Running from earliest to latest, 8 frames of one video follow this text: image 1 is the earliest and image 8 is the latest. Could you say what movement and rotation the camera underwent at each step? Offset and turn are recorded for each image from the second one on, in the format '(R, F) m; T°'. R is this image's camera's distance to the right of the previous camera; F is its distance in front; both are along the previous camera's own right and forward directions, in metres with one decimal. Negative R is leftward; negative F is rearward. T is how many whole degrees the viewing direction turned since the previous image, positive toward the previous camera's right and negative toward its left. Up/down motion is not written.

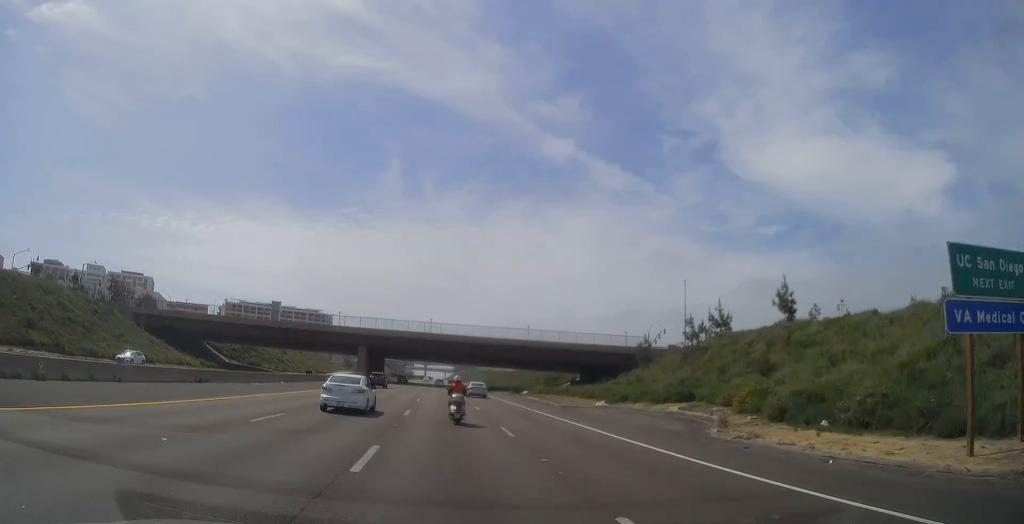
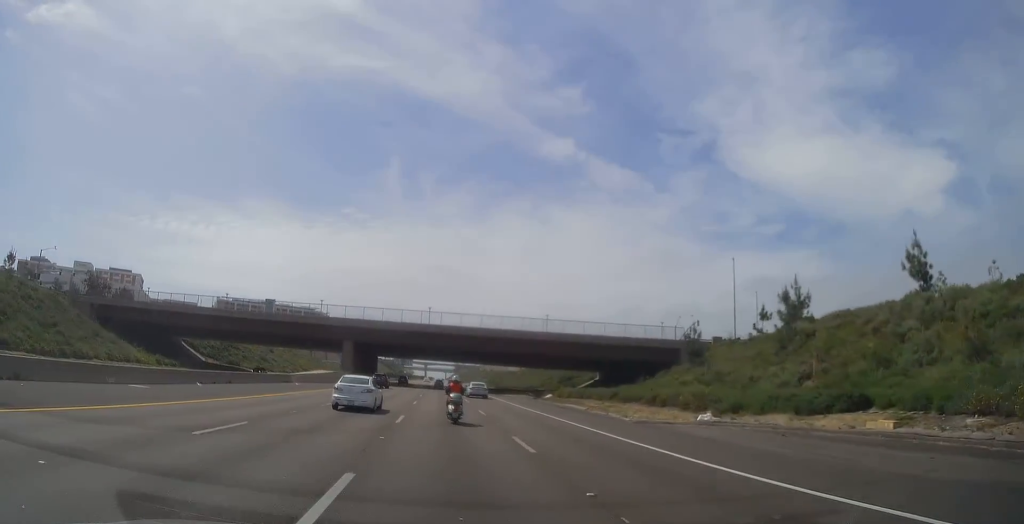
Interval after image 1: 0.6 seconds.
(0.0, +18.6) m; 0°
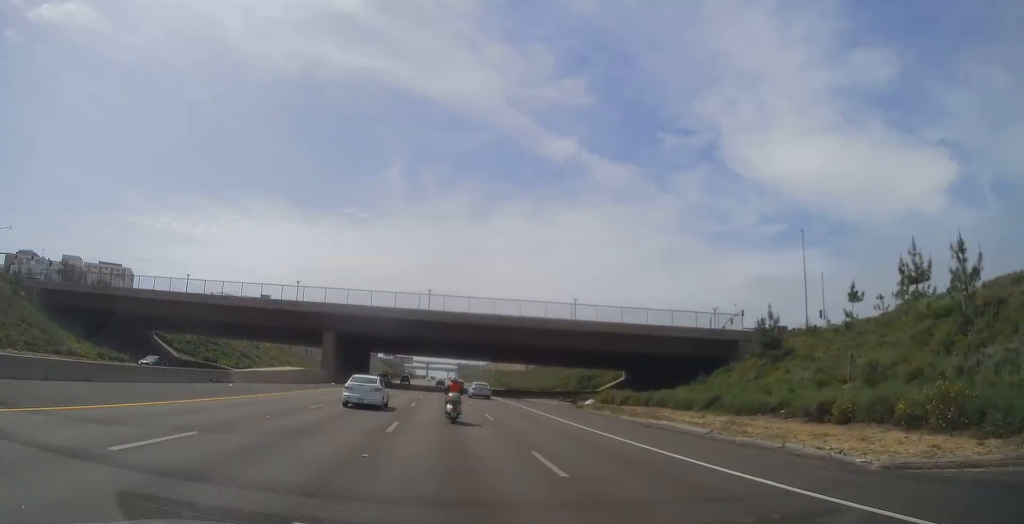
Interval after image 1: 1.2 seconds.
(0.0, +18.2) m; -1°
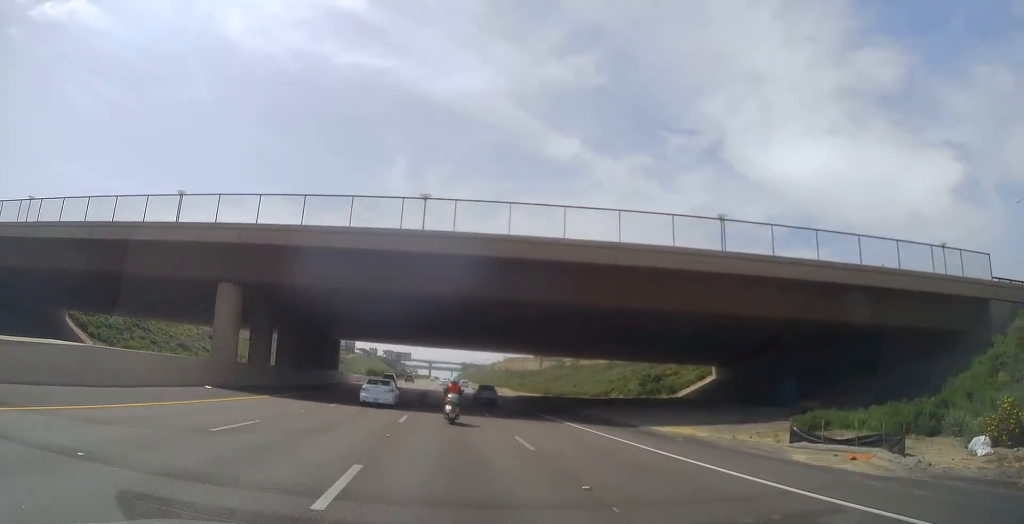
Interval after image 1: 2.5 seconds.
(-0.7, +39.5) m; -1°
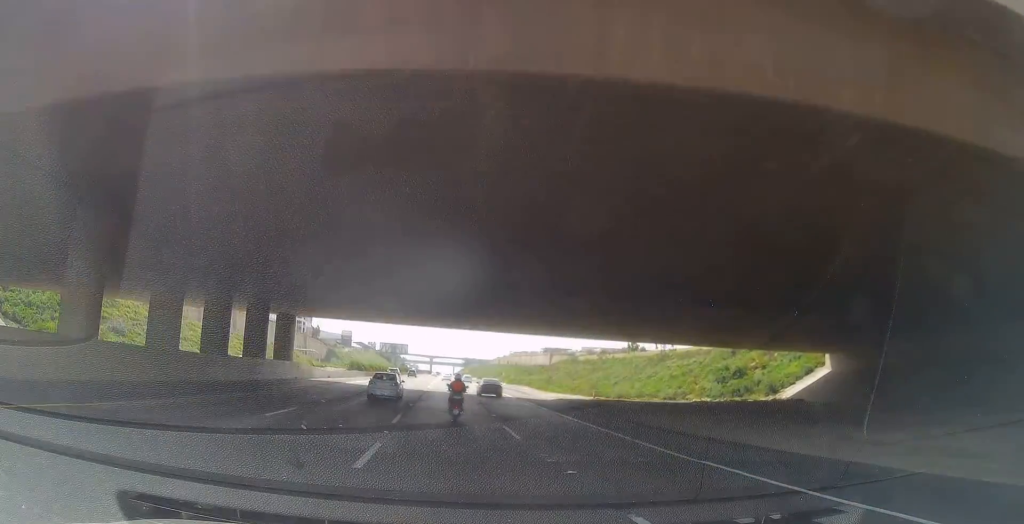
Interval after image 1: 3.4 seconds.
(+0.2, +26.0) m; 0°
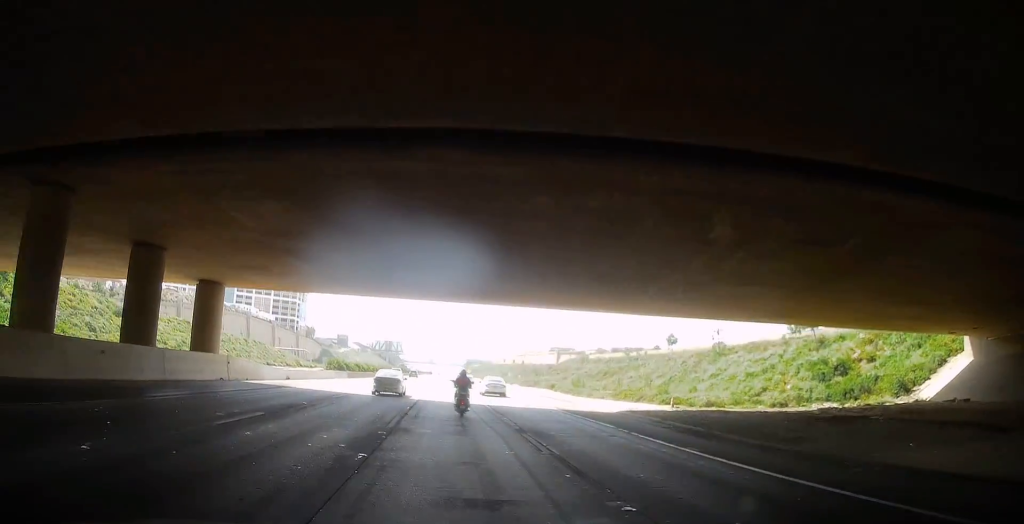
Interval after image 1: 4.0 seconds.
(+0.1, +18.9) m; 0°
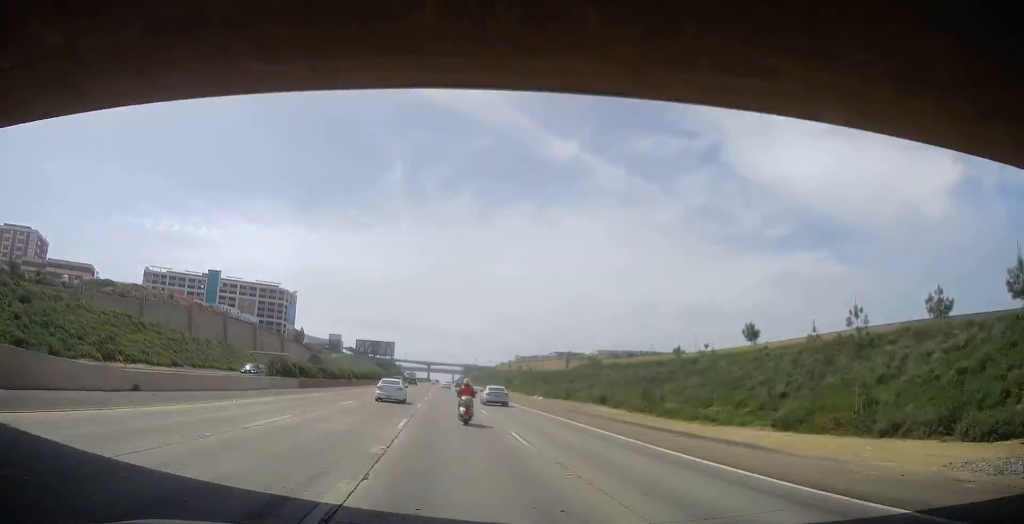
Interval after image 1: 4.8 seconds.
(-0.5, +26.1) m; 0°
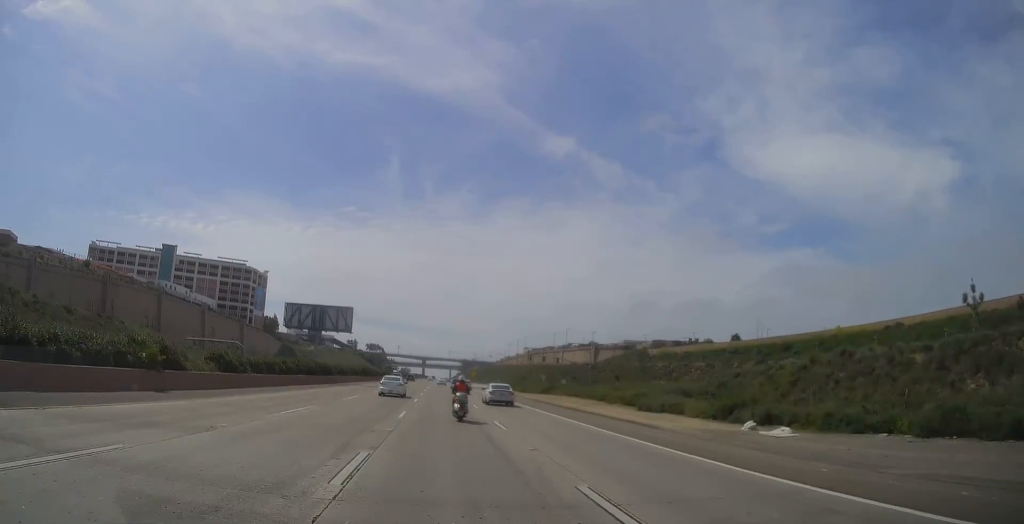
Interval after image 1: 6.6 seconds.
(+1.3, +55.7) m; +1°
